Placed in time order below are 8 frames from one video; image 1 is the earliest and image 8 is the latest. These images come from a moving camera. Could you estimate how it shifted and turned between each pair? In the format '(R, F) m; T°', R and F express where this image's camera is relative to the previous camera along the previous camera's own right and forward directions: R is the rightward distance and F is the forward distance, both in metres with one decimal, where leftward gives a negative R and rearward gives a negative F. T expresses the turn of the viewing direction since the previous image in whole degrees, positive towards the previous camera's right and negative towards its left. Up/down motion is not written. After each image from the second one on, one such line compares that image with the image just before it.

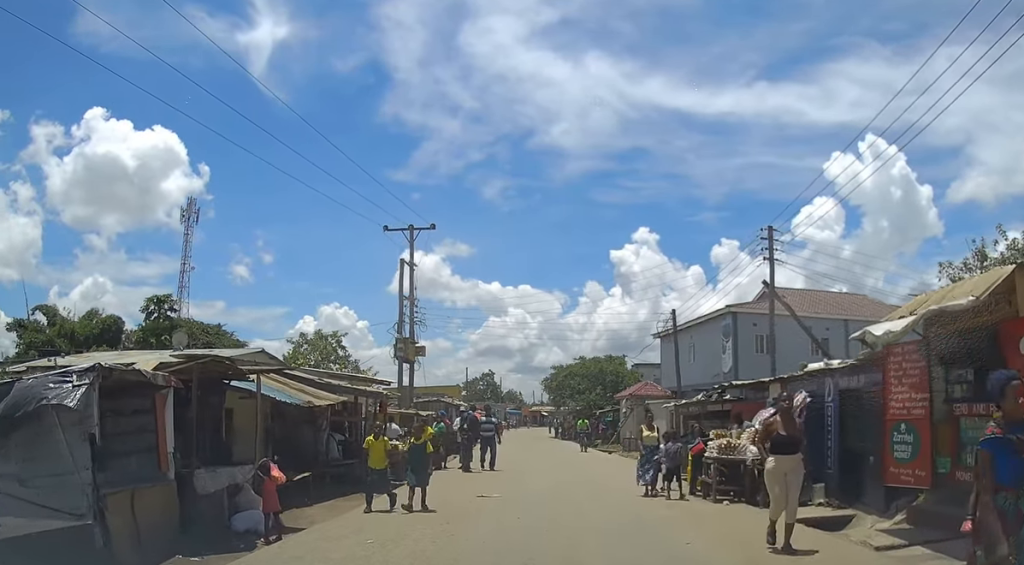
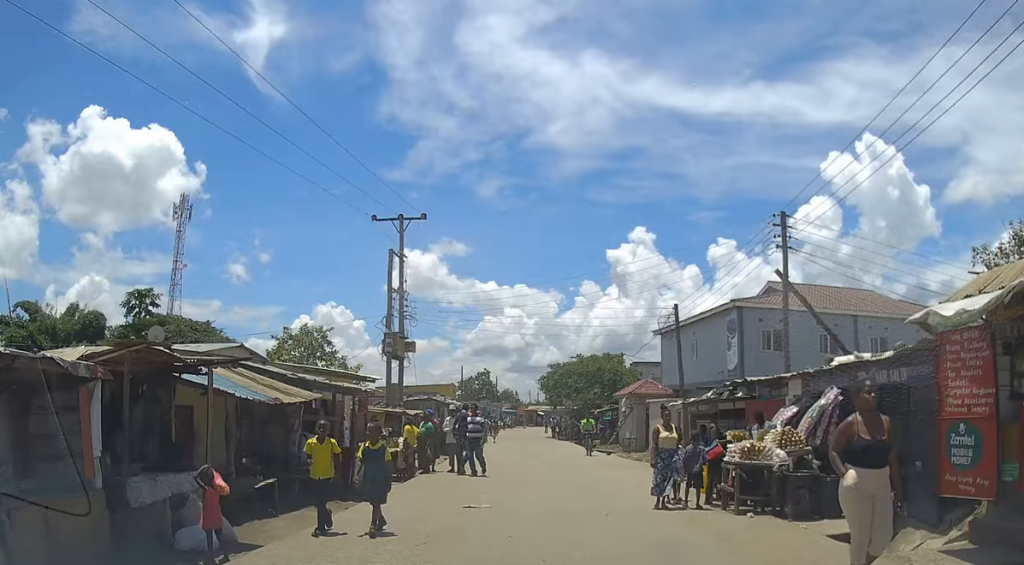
(0.0, +1.5) m; 0°
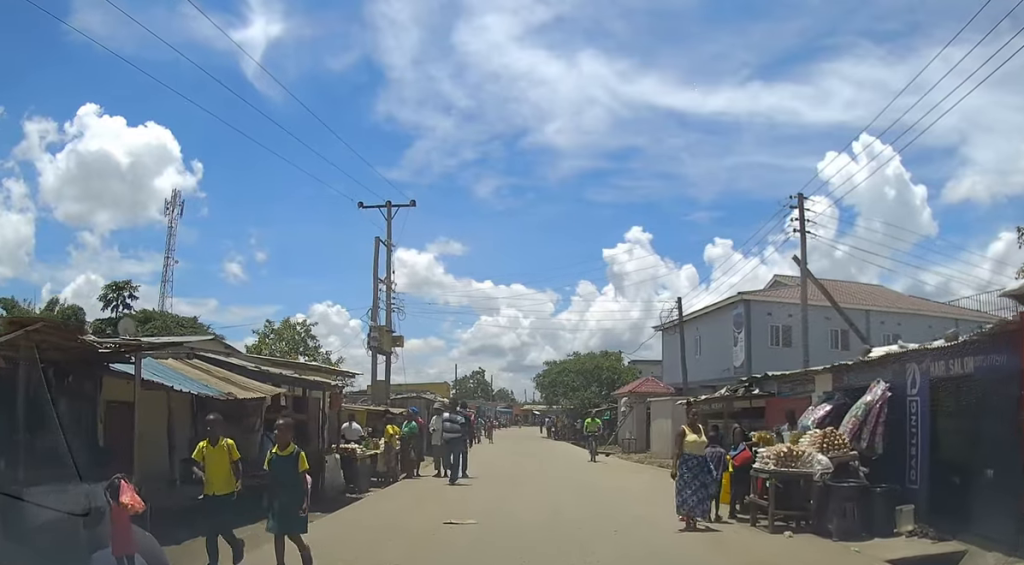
(-0.1, +1.7) m; 0°
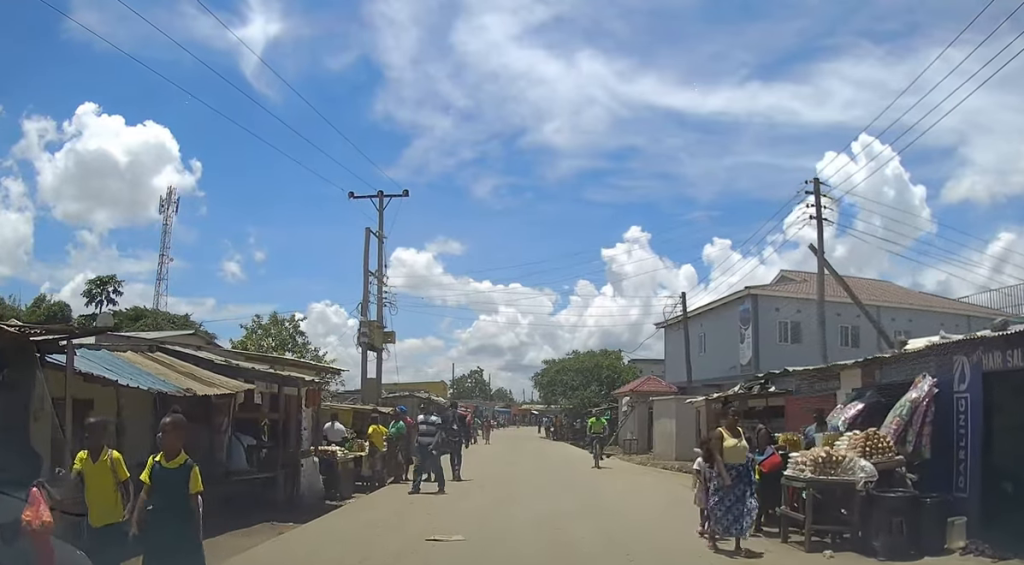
(+0.1, +1.3) m; +1°
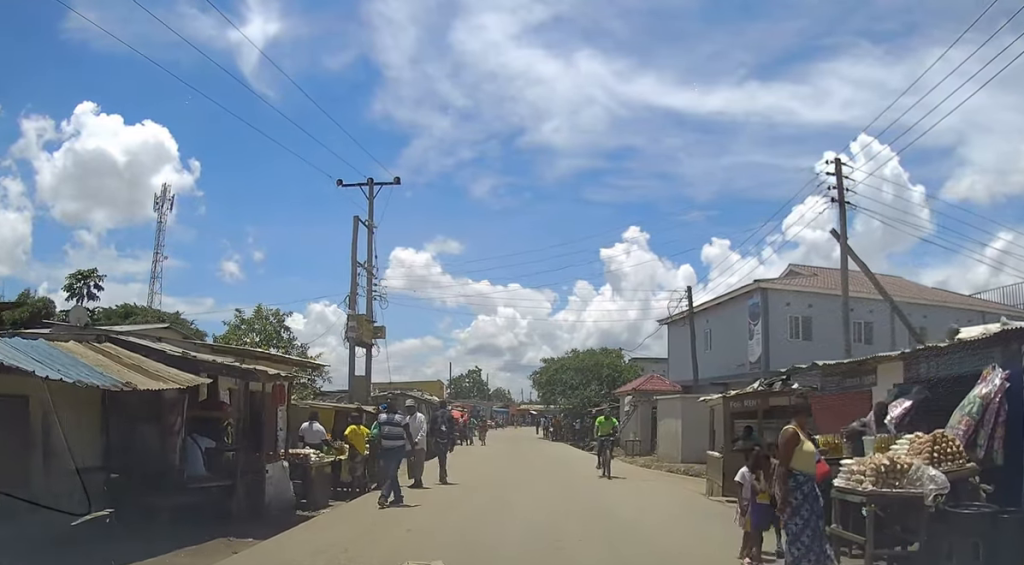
(0.0, +1.5) m; +2°
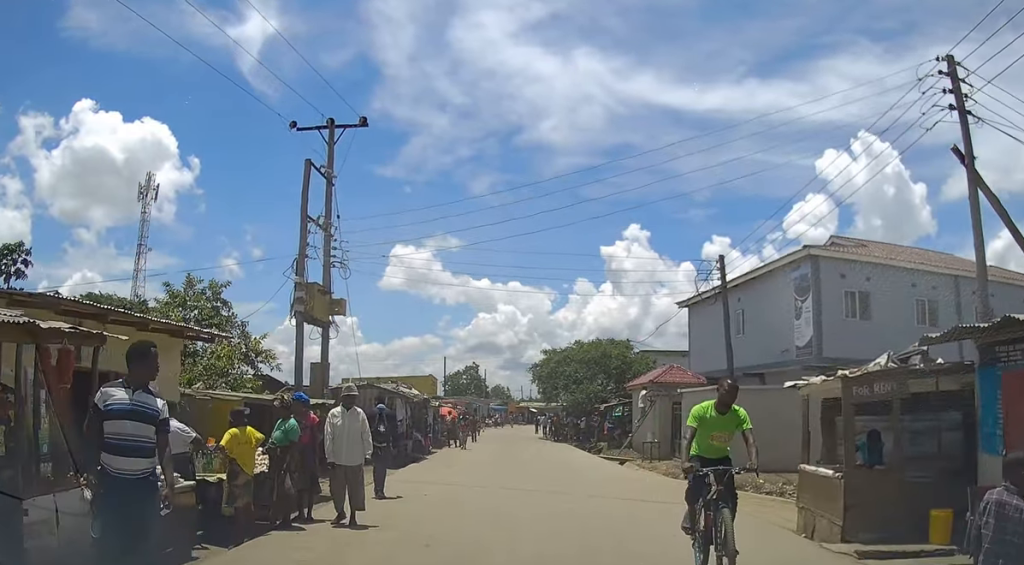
(0.0, +5.1) m; 0°
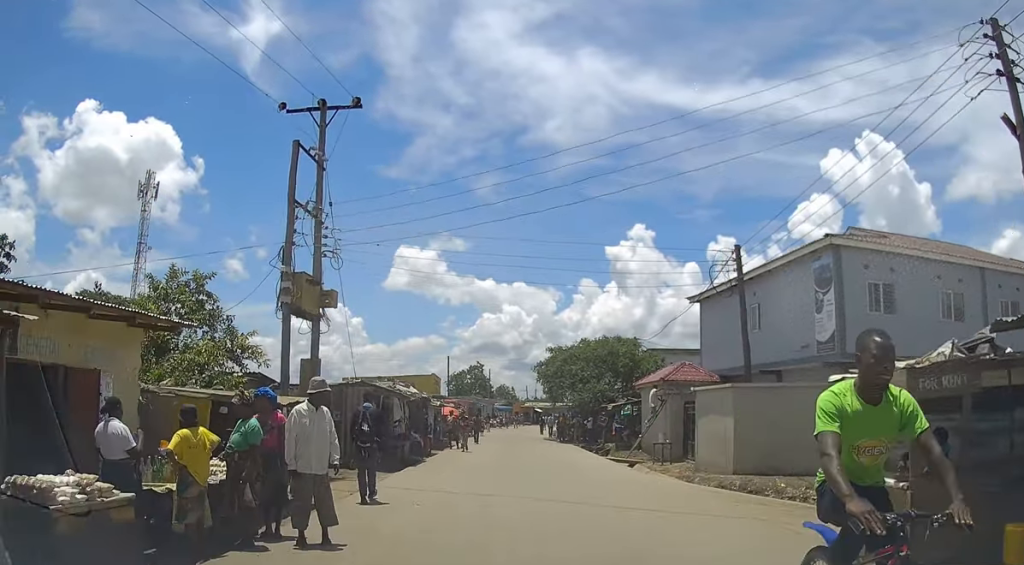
(0.0, +1.4) m; 0°
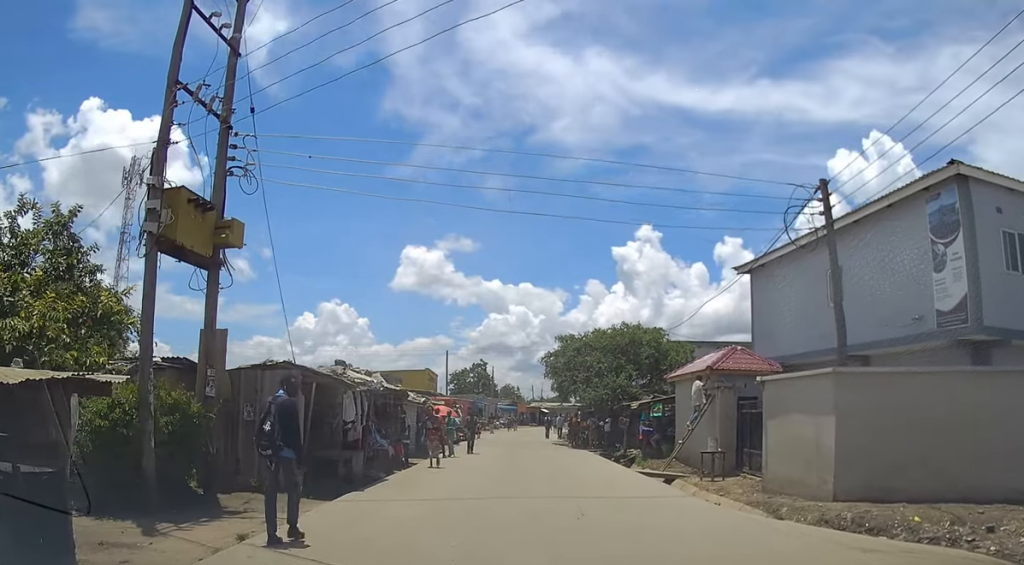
(-0.2, +6.6) m; -3°
